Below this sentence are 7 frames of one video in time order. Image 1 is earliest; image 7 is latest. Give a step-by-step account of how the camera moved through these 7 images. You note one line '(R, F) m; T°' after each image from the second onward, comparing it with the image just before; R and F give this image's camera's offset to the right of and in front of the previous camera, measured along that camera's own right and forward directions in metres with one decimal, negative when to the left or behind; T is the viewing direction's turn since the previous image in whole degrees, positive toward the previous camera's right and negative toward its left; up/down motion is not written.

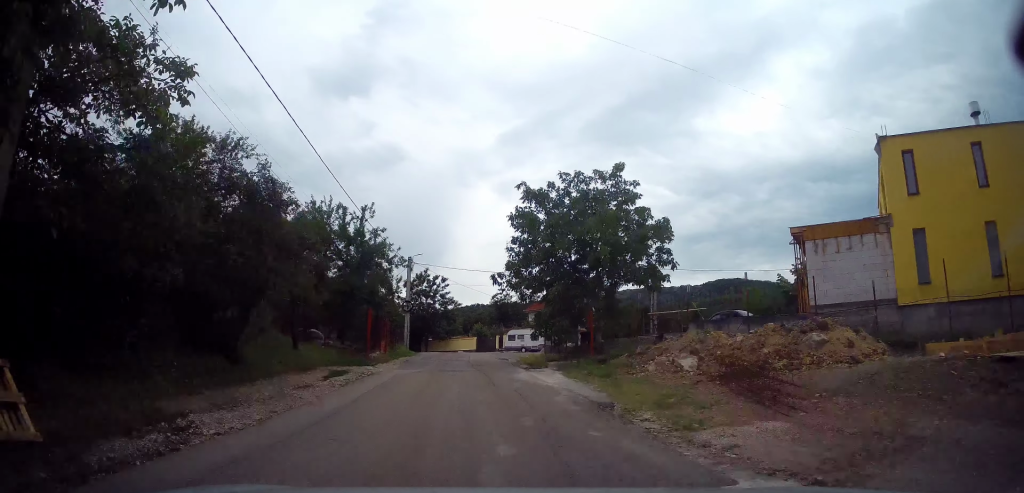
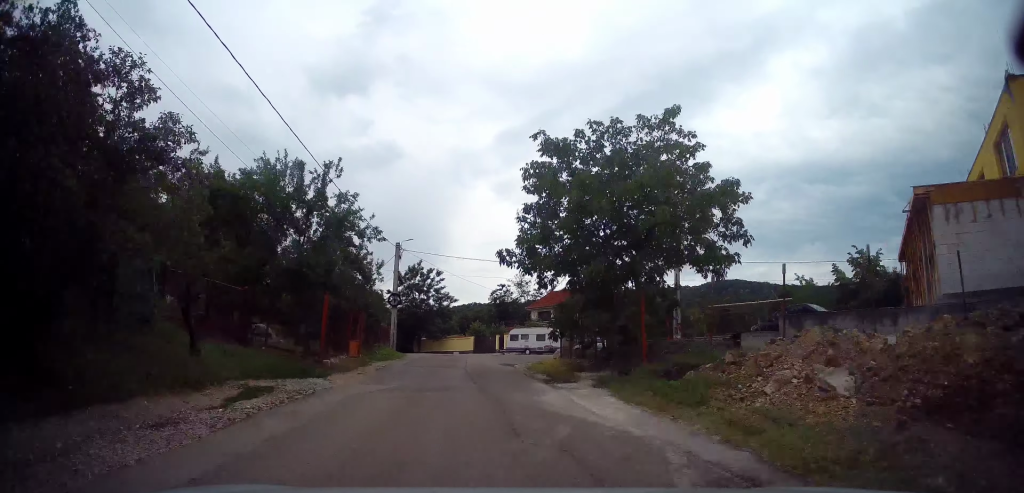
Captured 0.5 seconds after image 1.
(+0.1, +6.7) m; 0°
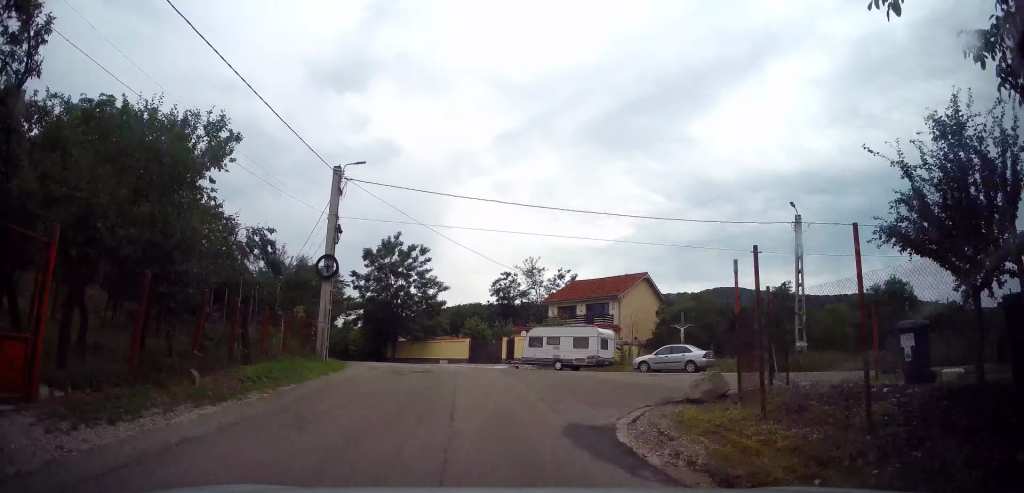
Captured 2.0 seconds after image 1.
(-0.3, +18.2) m; 0°
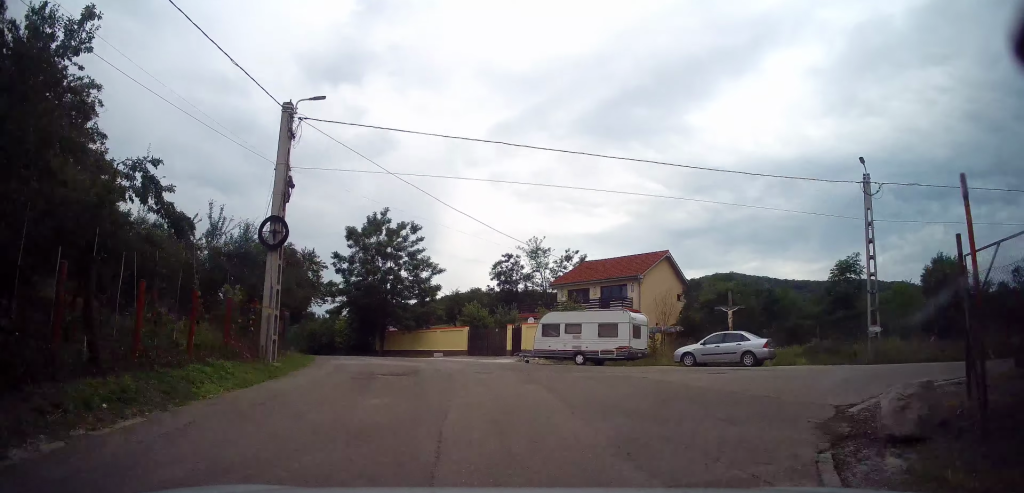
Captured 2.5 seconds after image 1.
(0.0, +5.8) m; +1°
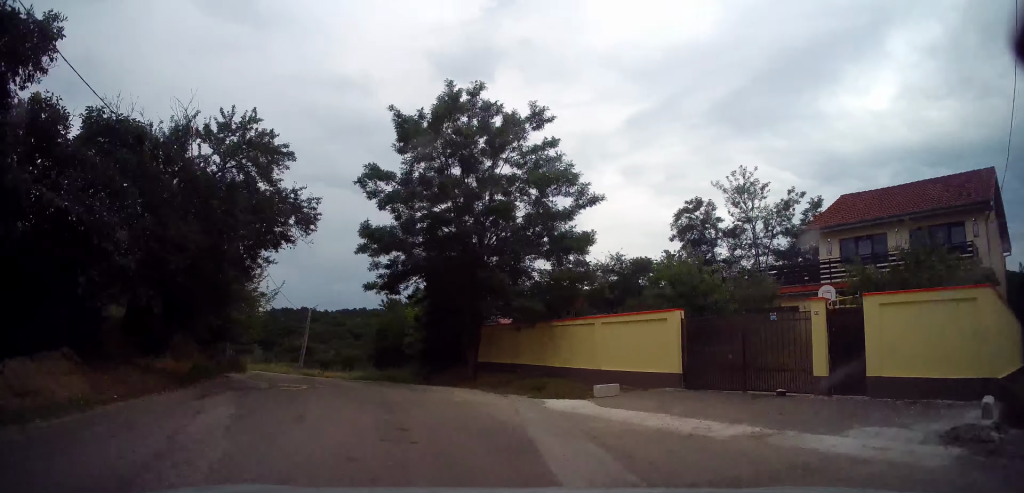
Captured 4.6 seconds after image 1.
(-1.7, +20.0) m; -16°
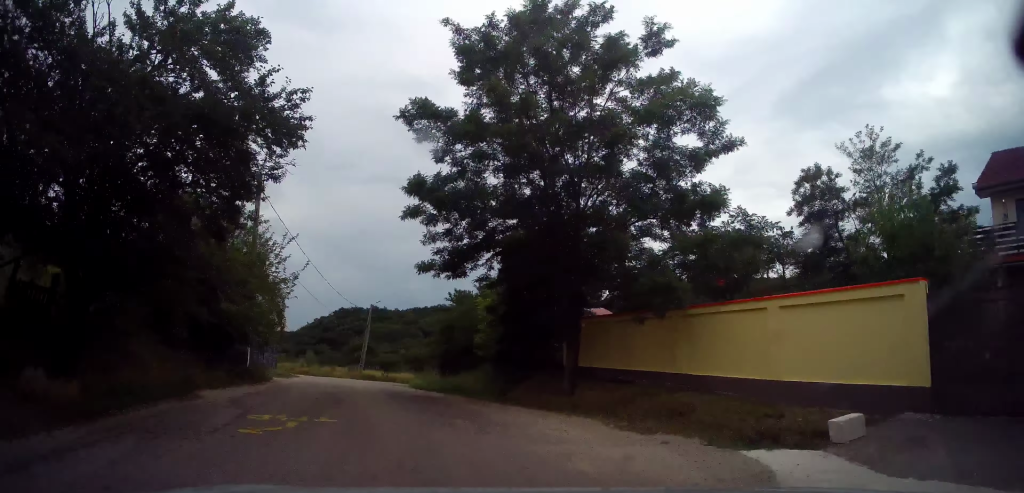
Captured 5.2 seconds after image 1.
(-0.3, +4.4) m; -5°
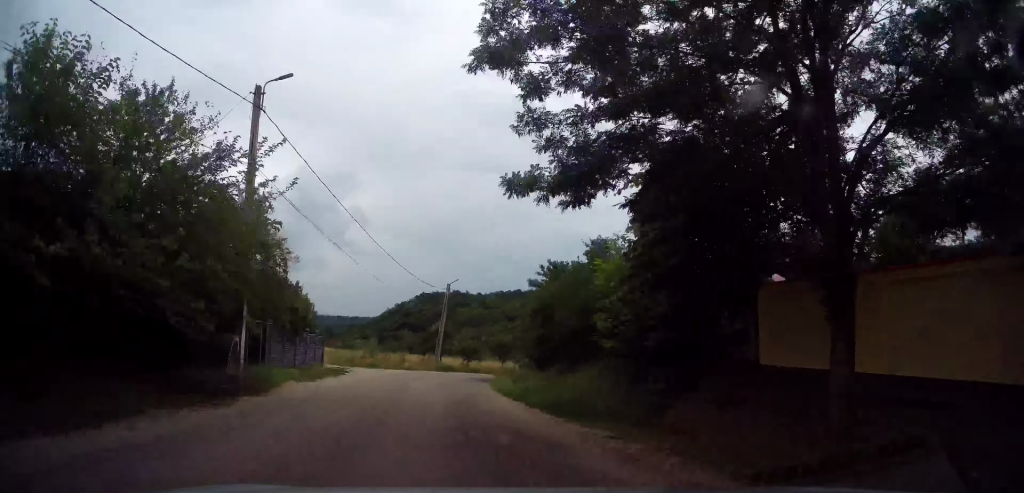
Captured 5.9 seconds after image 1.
(-0.4, +6.2) m; -5°
